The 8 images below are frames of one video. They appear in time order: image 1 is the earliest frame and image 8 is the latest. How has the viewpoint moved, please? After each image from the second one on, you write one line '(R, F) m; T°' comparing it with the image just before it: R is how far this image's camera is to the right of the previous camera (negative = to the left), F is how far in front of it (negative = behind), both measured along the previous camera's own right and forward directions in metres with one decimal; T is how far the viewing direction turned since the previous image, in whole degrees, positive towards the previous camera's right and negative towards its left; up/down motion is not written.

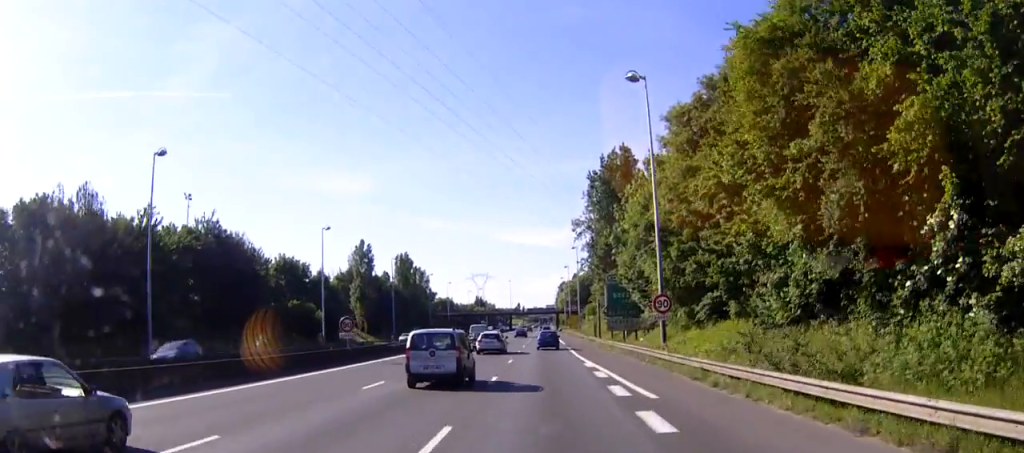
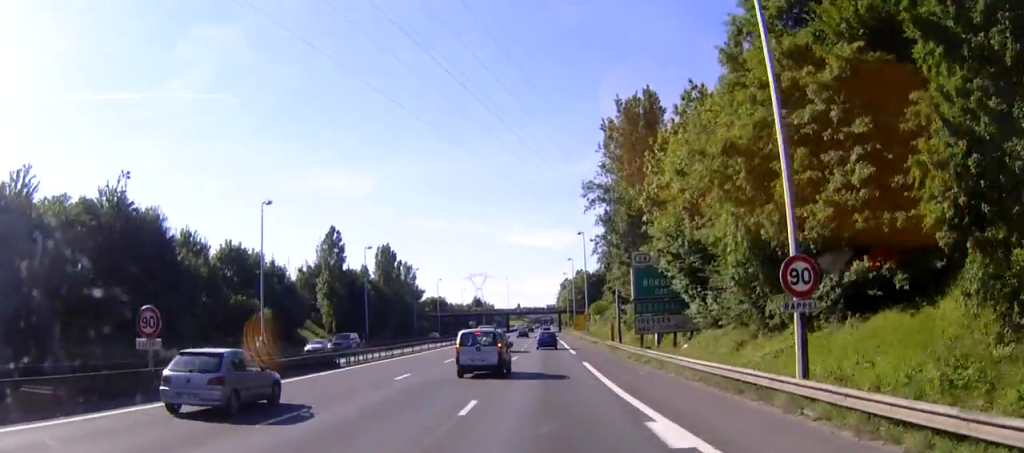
(0.0, +21.1) m; 0°
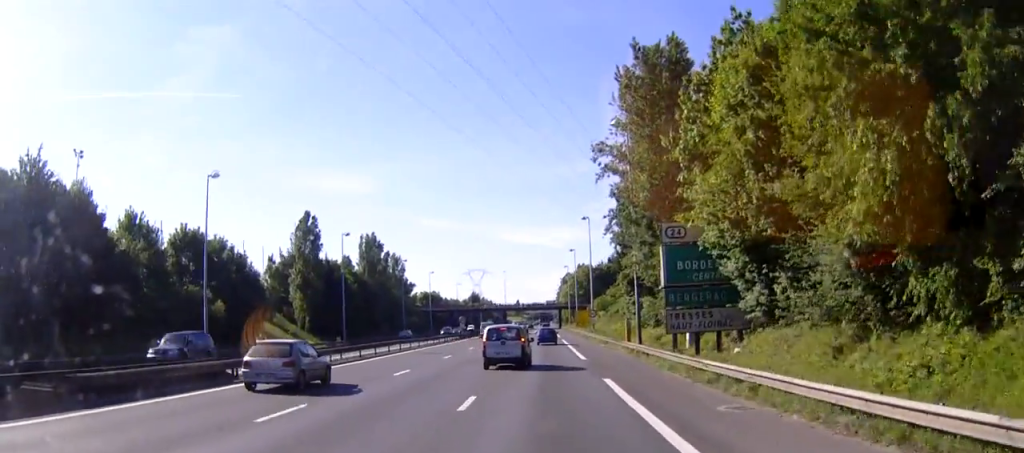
(0.0, +12.9) m; 0°
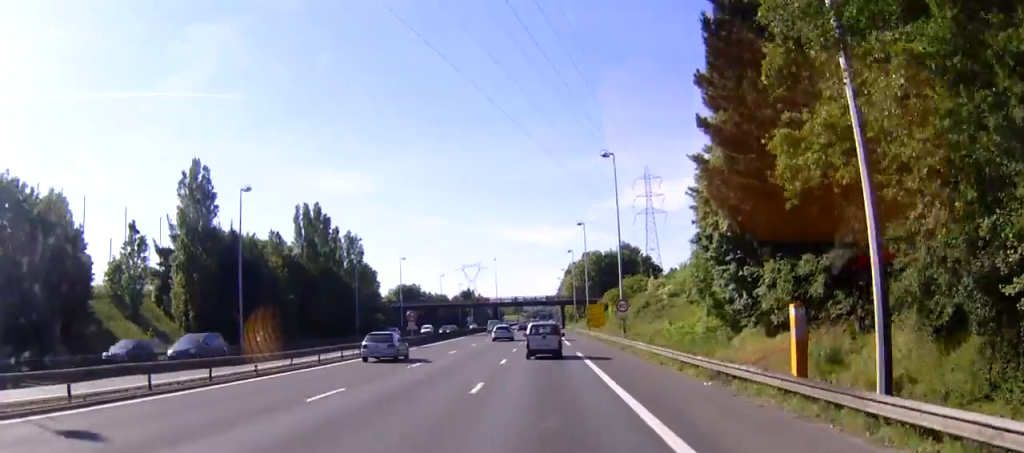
(+0.1, +35.7) m; 0°
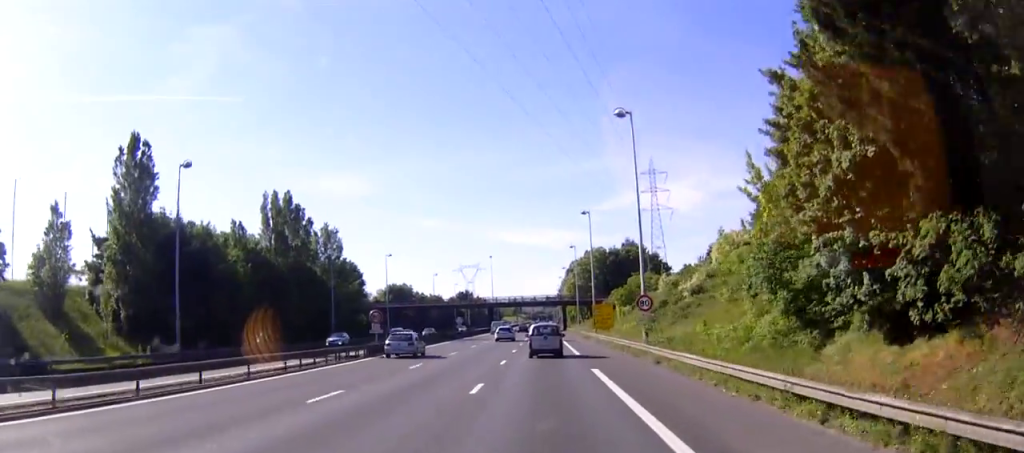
(0.0, +12.7) m; 0°
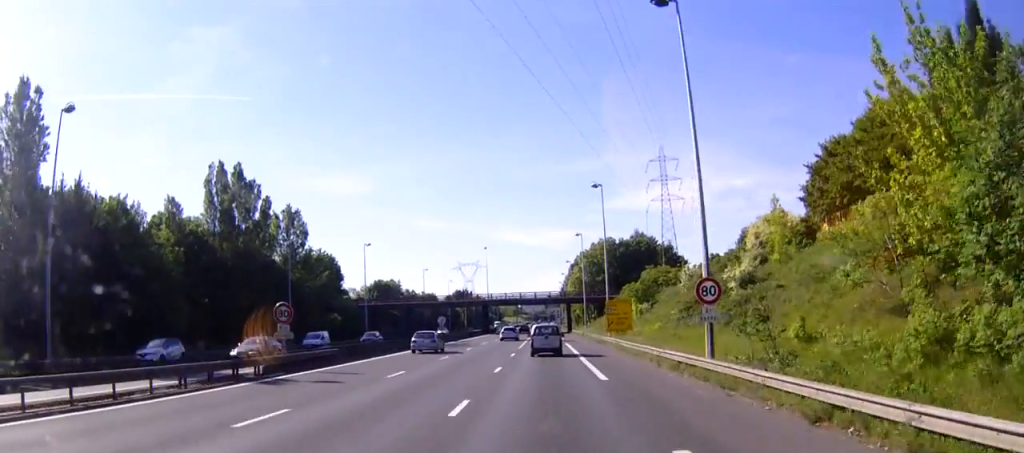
(0.0, +17.4) m; 0°
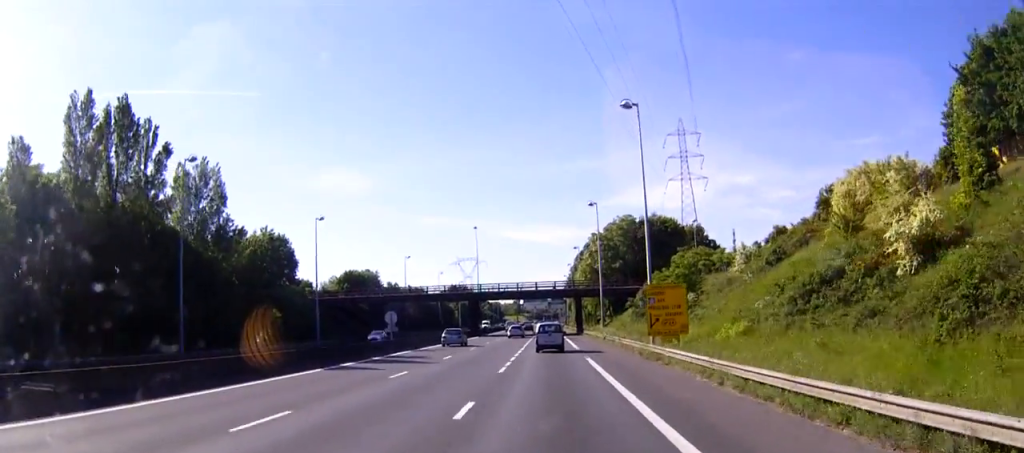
(0.0, +26.7) m; 0°
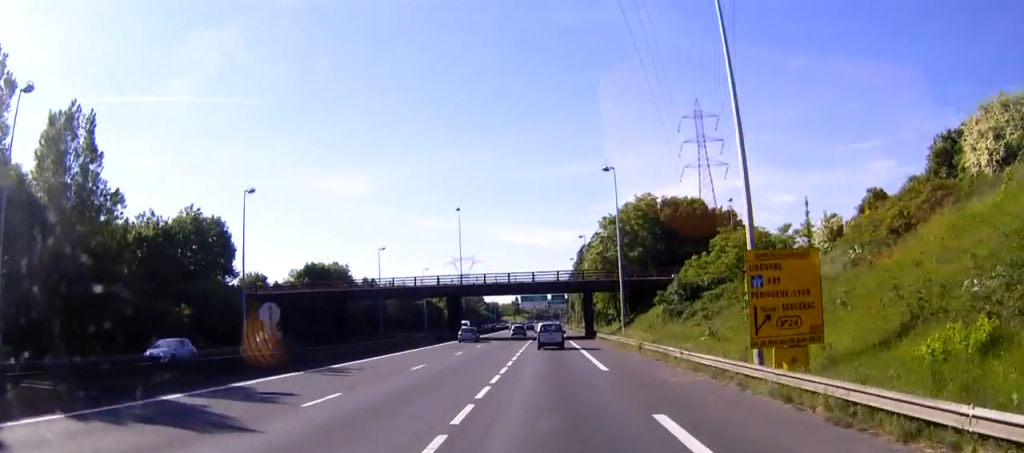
(0.0, +22.2) m; 0°
